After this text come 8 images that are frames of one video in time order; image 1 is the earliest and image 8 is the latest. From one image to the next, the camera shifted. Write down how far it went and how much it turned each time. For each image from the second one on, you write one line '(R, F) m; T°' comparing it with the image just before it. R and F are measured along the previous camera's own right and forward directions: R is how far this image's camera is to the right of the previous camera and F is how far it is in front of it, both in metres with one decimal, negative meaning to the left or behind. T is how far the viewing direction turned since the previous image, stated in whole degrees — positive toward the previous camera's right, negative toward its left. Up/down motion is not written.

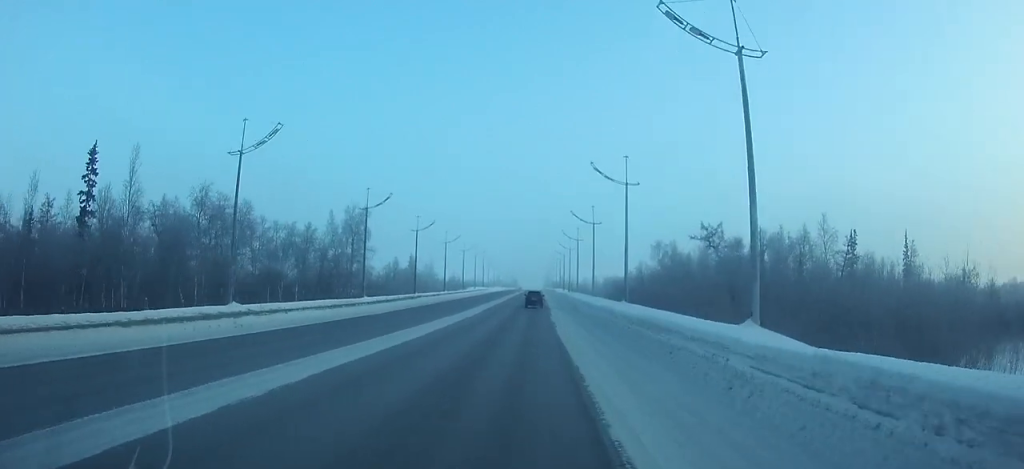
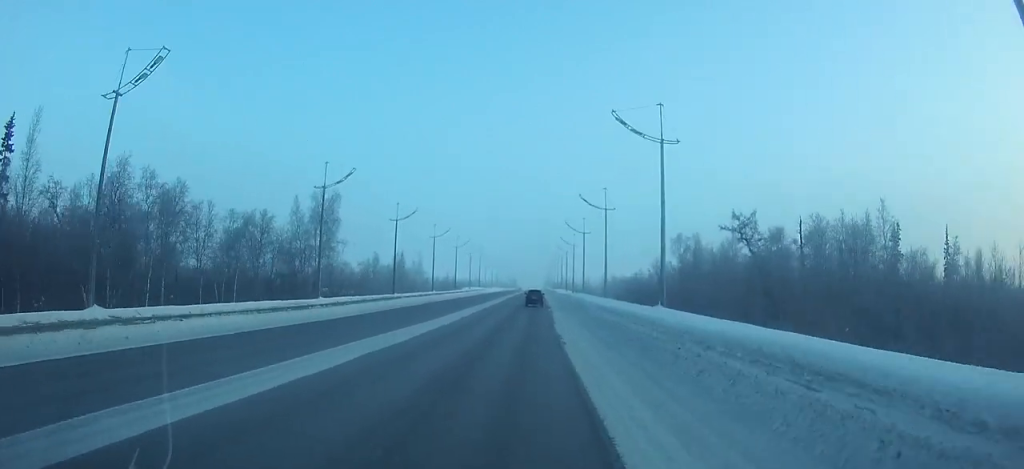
(0.0, +12.0) m; 0°
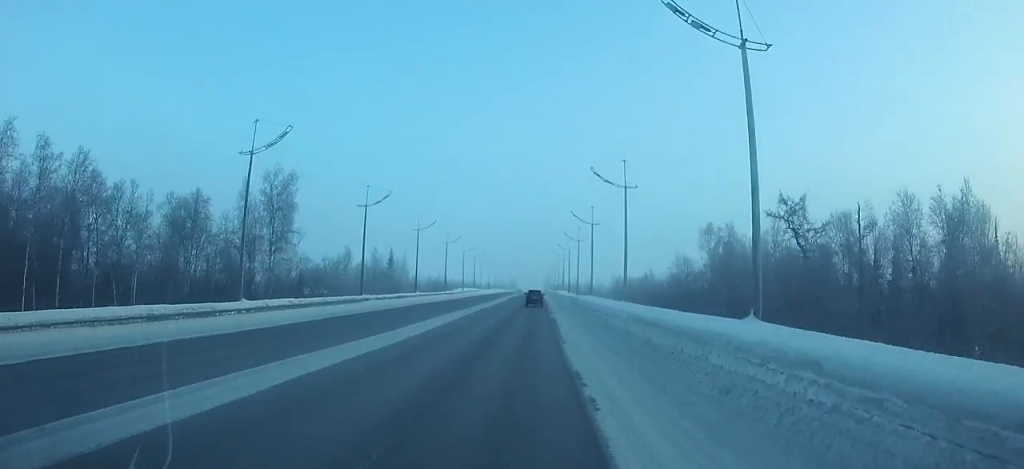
(0.0, +12.5) m; 0°
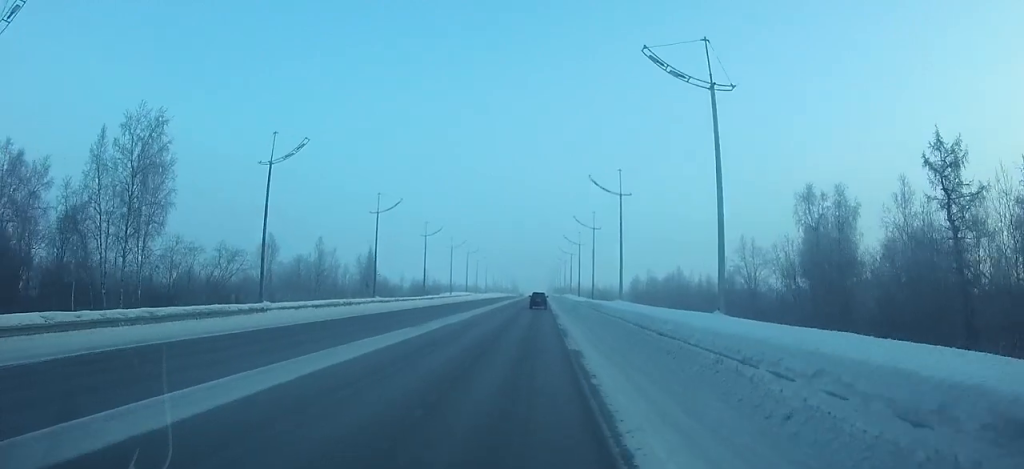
(0.0, +21.8) m; 0°
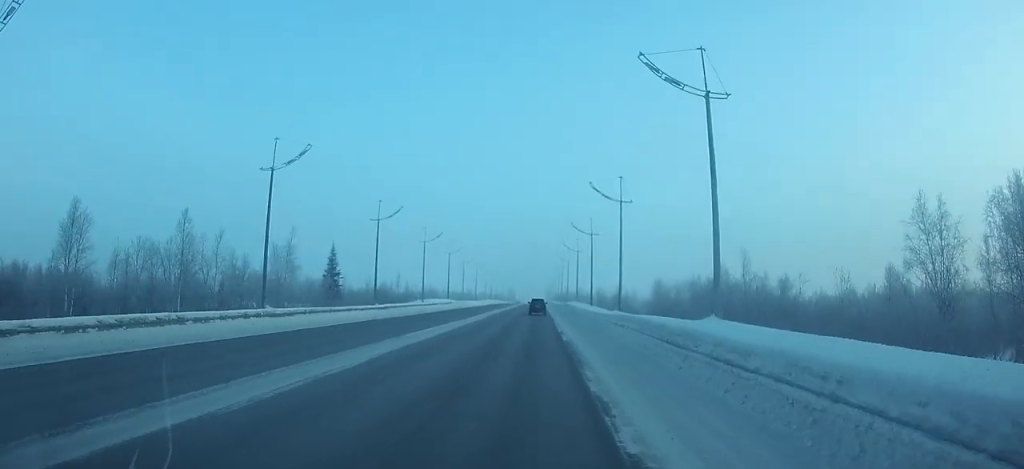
(0.0, +24.4) m; 0°
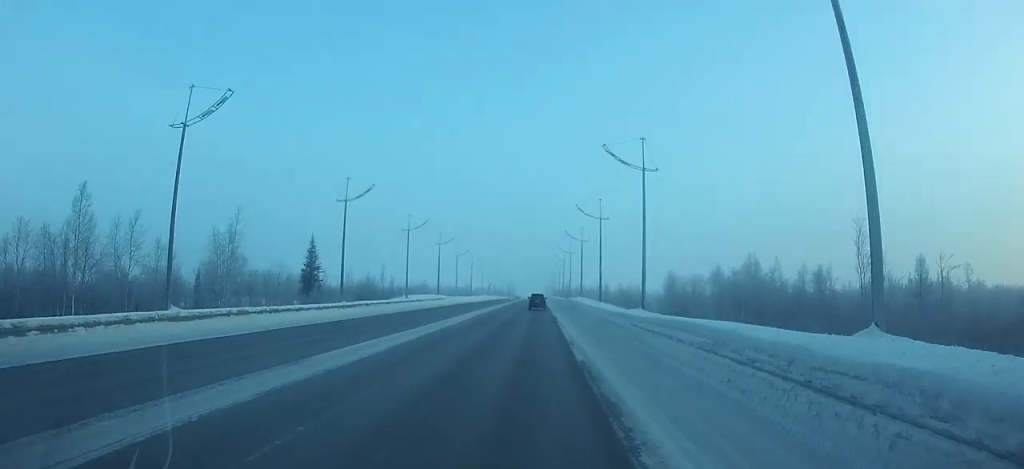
(0.0, +10.3) m; 0°
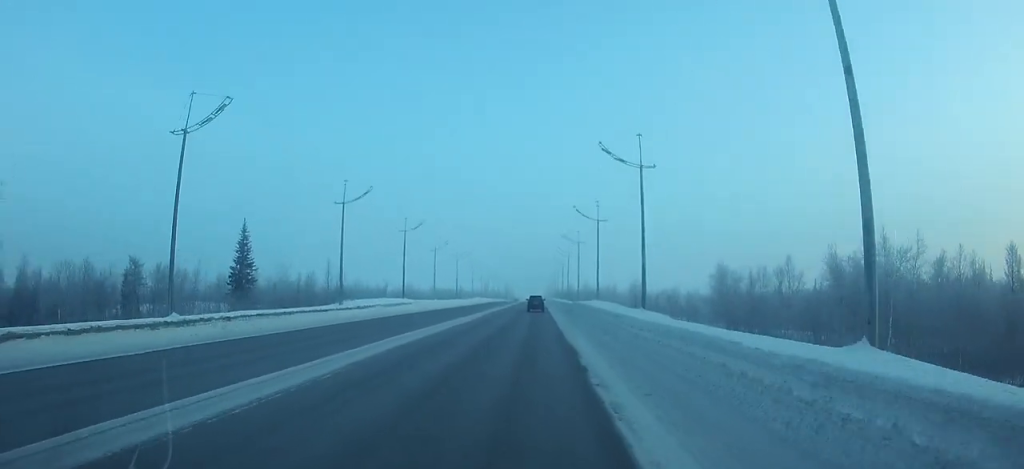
(0.0, +24.8) m; 0°
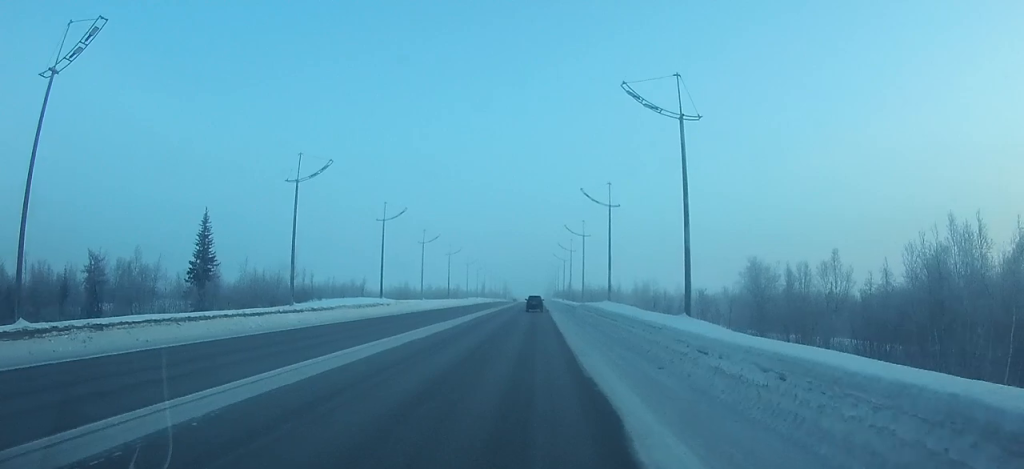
(0.0, +10.2) m; 0°
